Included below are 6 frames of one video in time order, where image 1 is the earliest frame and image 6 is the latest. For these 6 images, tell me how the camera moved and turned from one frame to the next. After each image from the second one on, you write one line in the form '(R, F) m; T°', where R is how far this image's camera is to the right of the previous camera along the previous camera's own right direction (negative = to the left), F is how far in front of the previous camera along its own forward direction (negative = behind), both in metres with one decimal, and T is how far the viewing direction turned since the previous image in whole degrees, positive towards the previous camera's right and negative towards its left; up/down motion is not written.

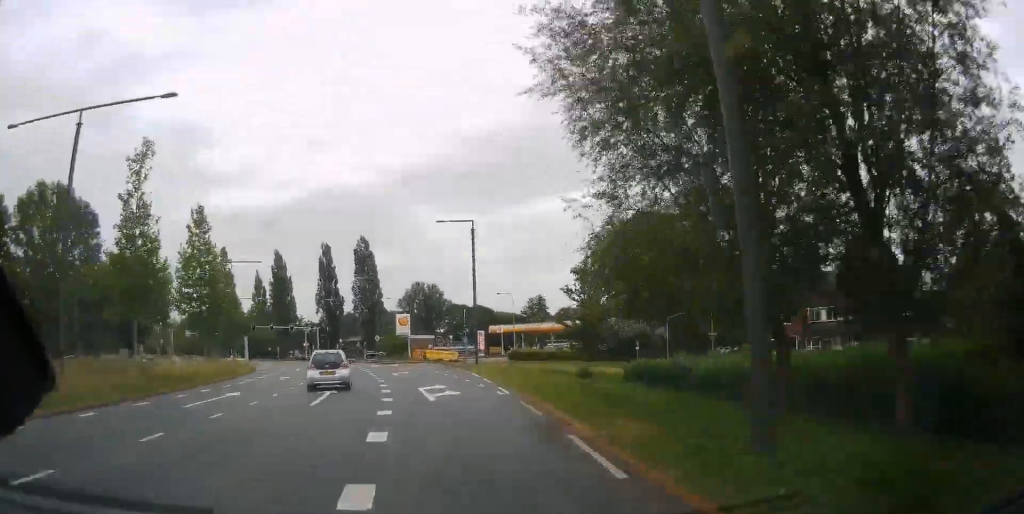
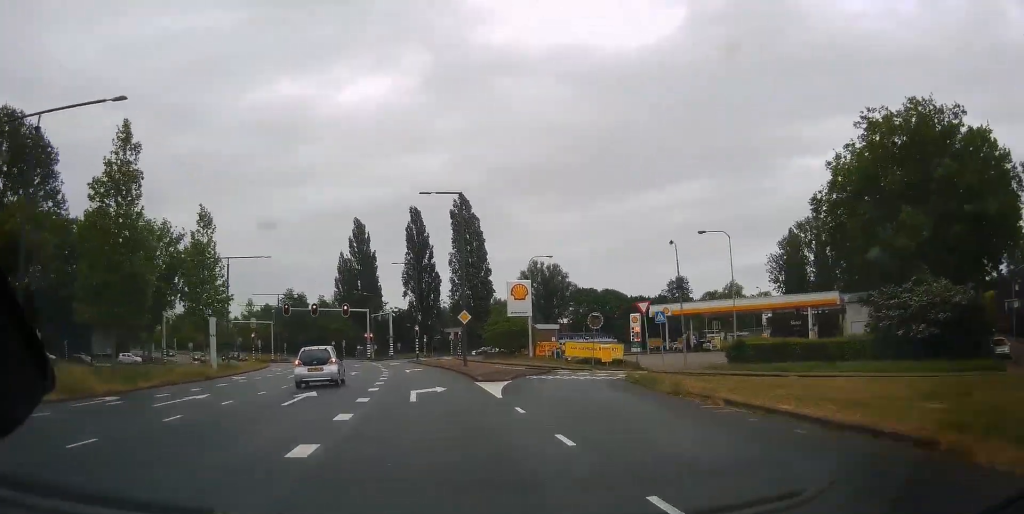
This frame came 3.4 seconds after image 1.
(-0.1, +42.6) m; -3°
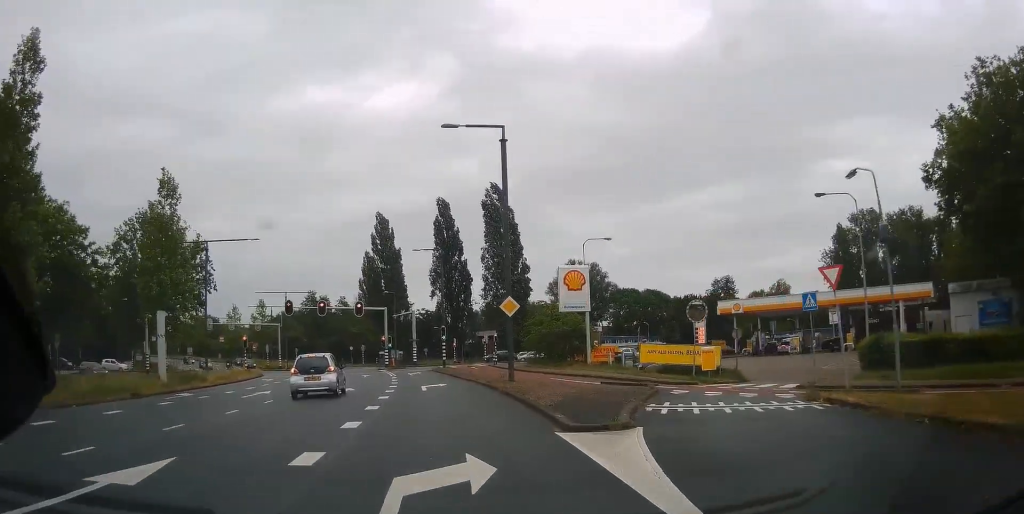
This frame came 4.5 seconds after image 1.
(-0.4, +13.0) m; -3°
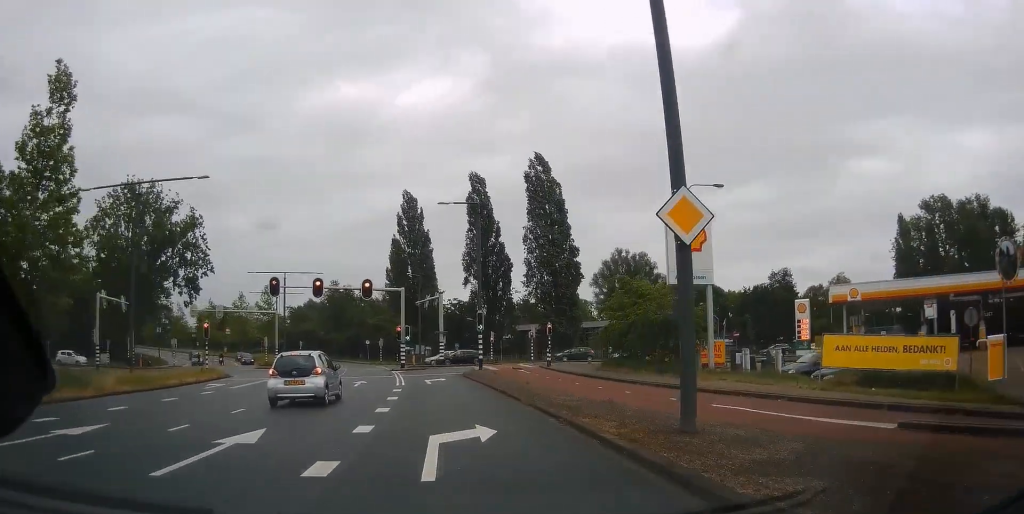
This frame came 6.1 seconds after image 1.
(-0.7, +17.4) m; -4°
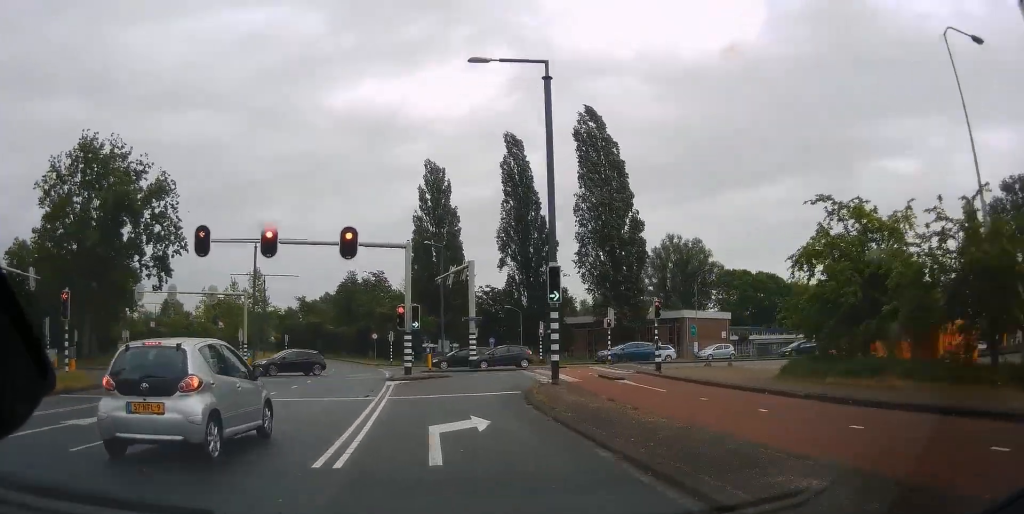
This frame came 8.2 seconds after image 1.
(-1.0, +20.4) m; -3°
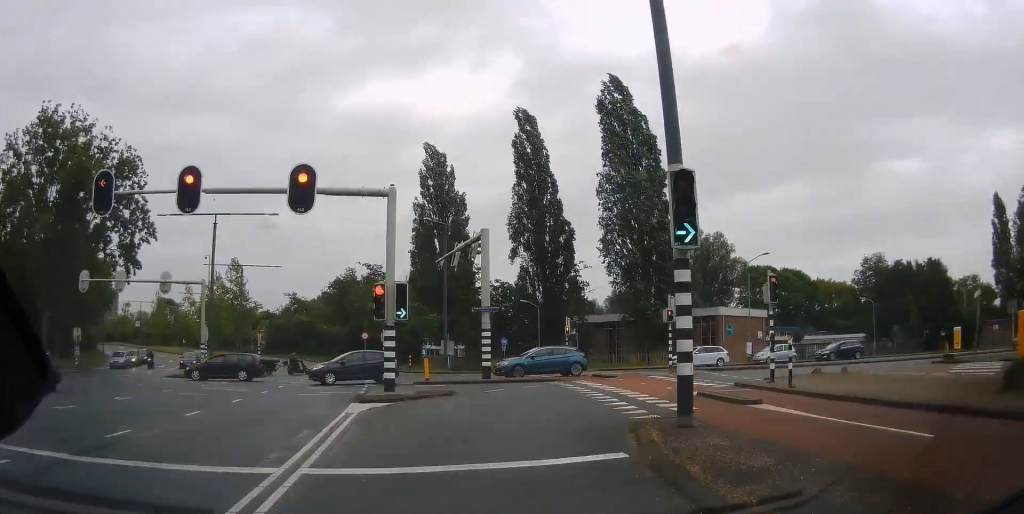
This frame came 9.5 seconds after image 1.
(-0.2, +12.1) m; +1°
